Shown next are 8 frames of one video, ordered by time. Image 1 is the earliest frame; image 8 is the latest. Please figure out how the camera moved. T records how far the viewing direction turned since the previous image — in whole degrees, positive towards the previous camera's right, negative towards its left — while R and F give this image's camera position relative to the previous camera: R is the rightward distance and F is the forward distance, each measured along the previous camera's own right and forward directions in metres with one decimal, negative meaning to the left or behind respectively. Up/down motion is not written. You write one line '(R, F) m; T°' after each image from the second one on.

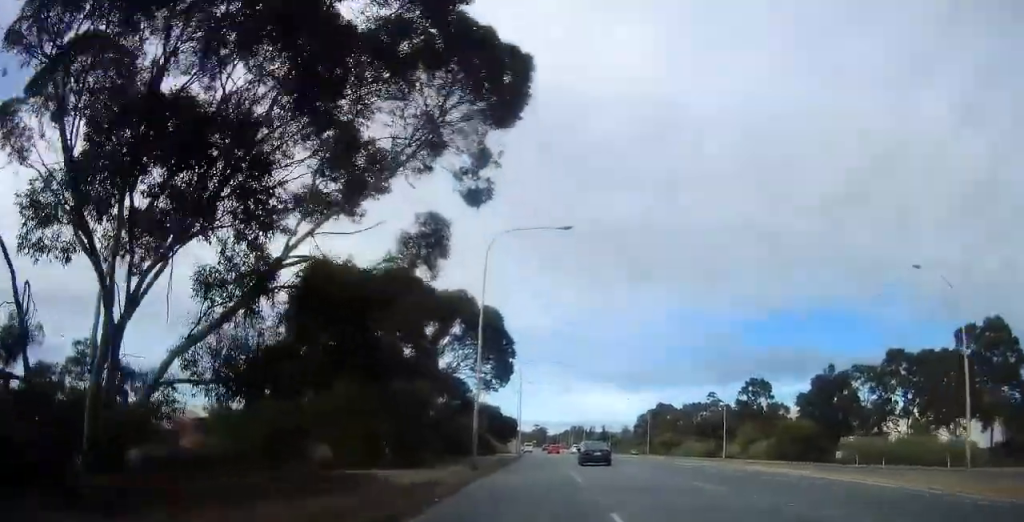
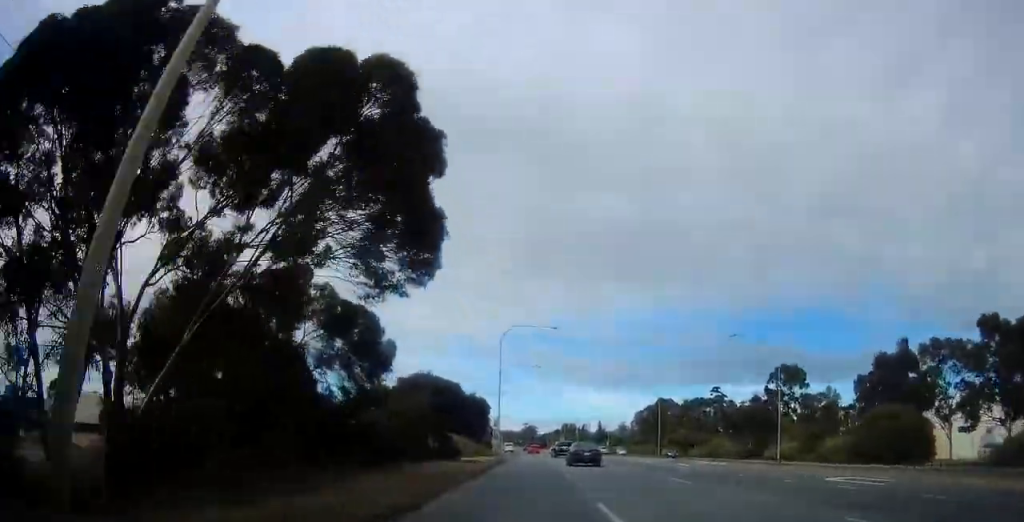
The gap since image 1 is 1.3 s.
(+0.2, +21.9) m; +2°
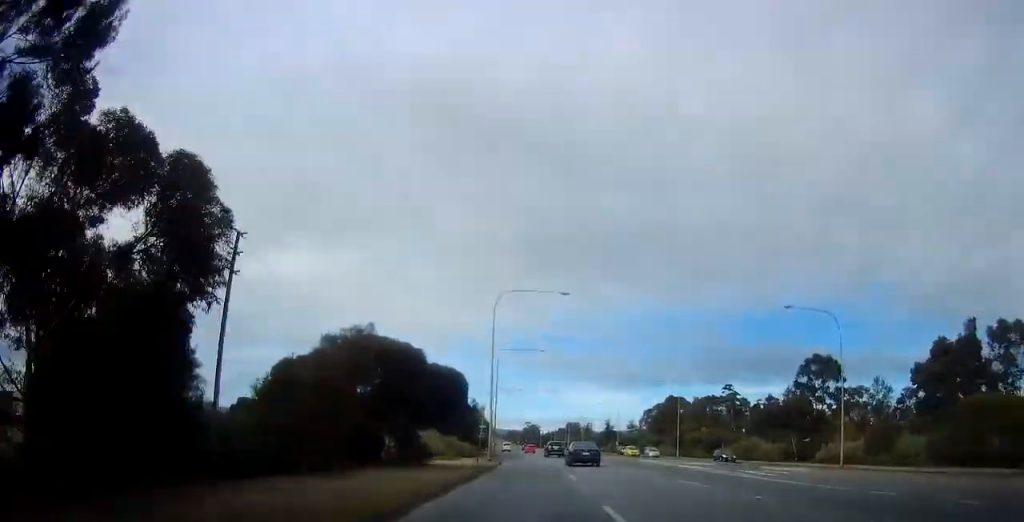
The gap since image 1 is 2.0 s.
(+0.5, +12.5) m; -1°
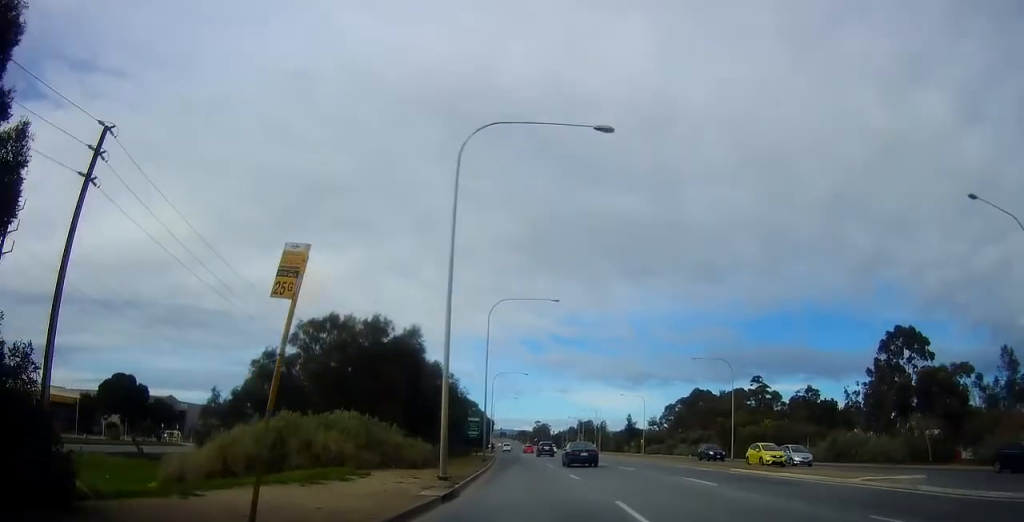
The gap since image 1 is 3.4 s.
(-1.1, +22.9) m; -2°
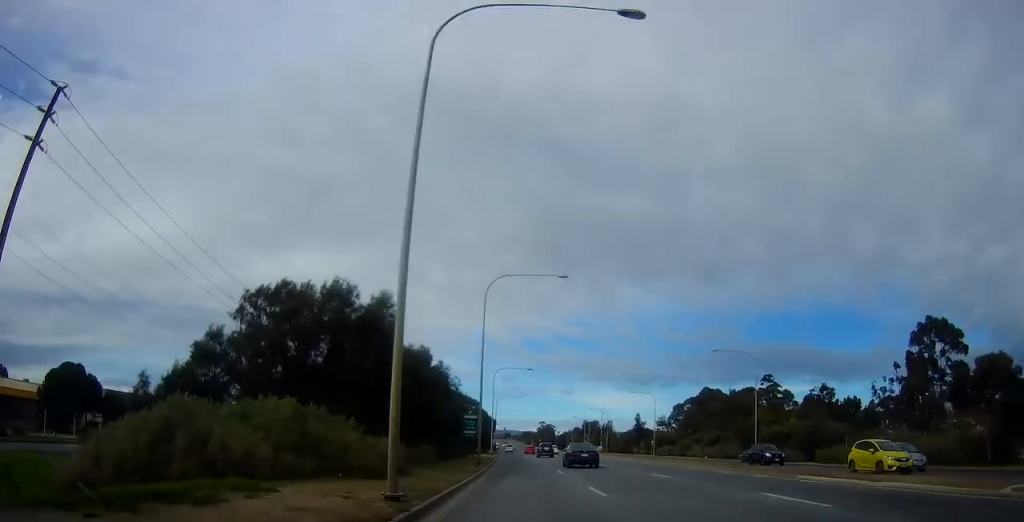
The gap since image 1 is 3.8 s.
(+0.2, +6.7) m; 0°
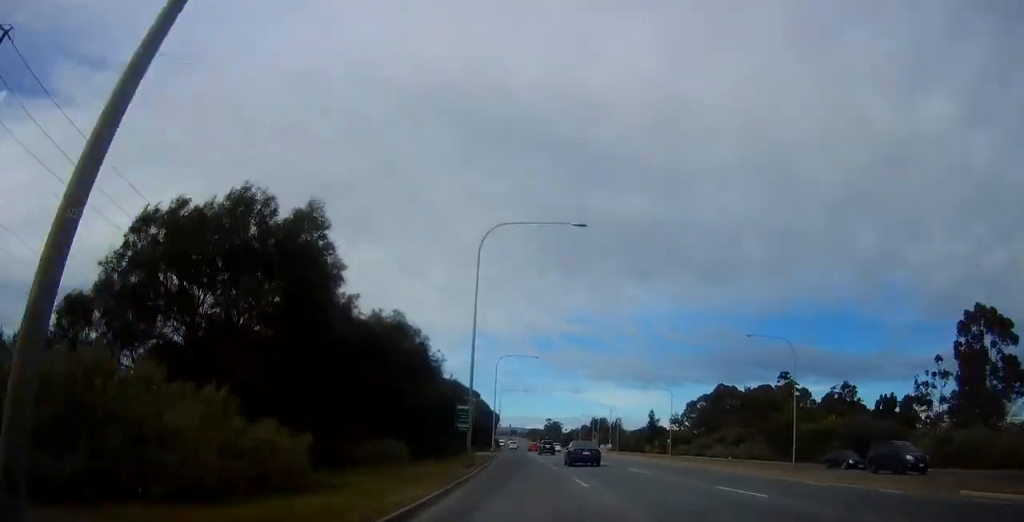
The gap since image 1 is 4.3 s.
(+0.1, +9.0) m; 0°
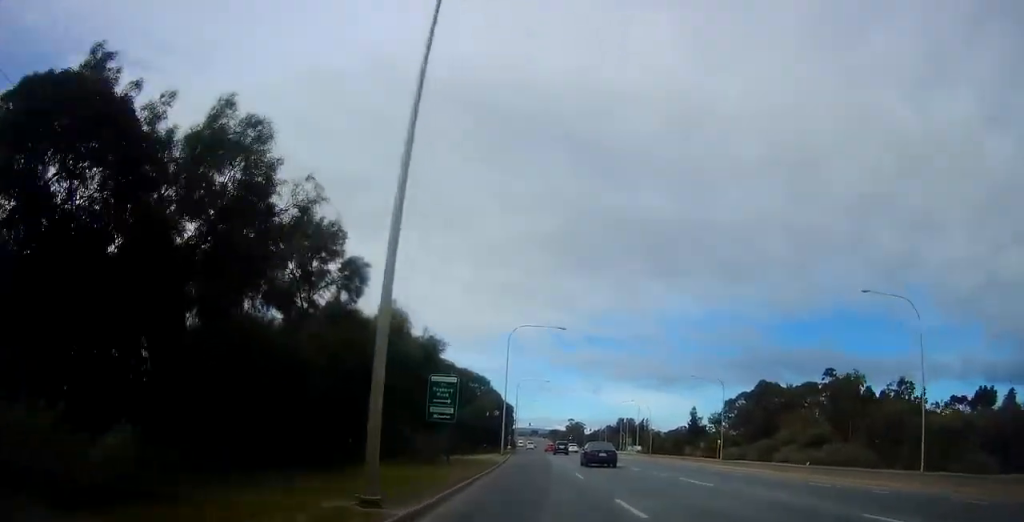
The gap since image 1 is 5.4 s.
(-0.5, +19.2) m; -2°
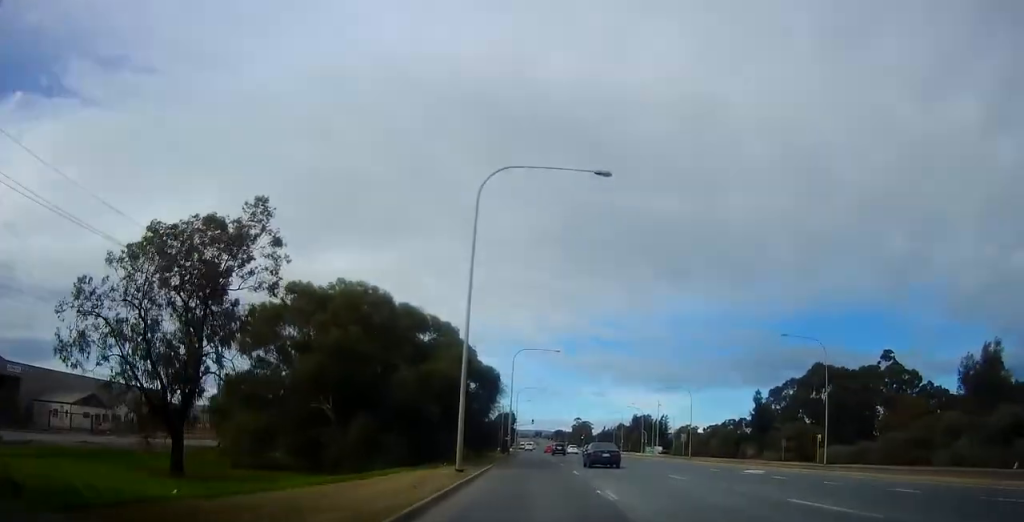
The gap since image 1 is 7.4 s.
(-0.2, +32.6) m; -2°
